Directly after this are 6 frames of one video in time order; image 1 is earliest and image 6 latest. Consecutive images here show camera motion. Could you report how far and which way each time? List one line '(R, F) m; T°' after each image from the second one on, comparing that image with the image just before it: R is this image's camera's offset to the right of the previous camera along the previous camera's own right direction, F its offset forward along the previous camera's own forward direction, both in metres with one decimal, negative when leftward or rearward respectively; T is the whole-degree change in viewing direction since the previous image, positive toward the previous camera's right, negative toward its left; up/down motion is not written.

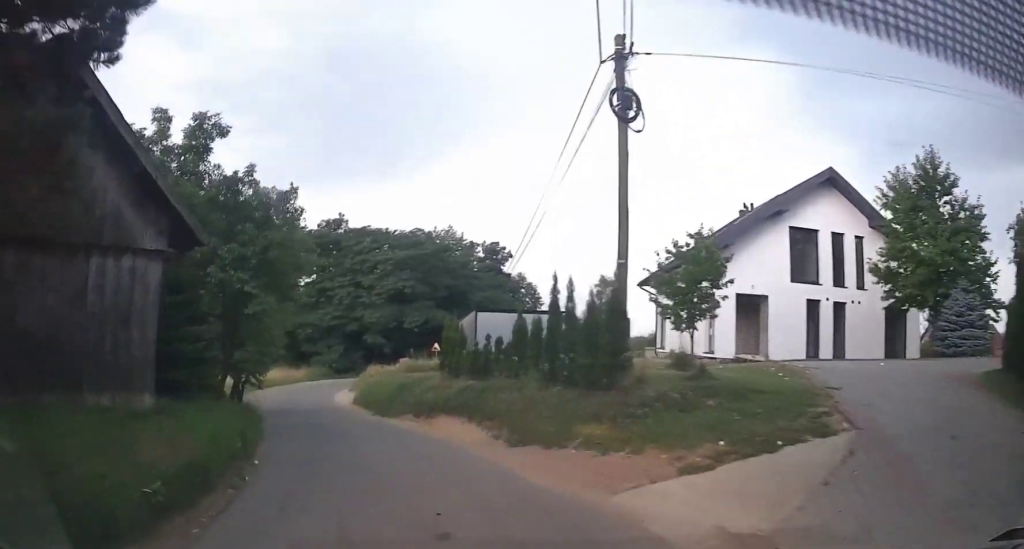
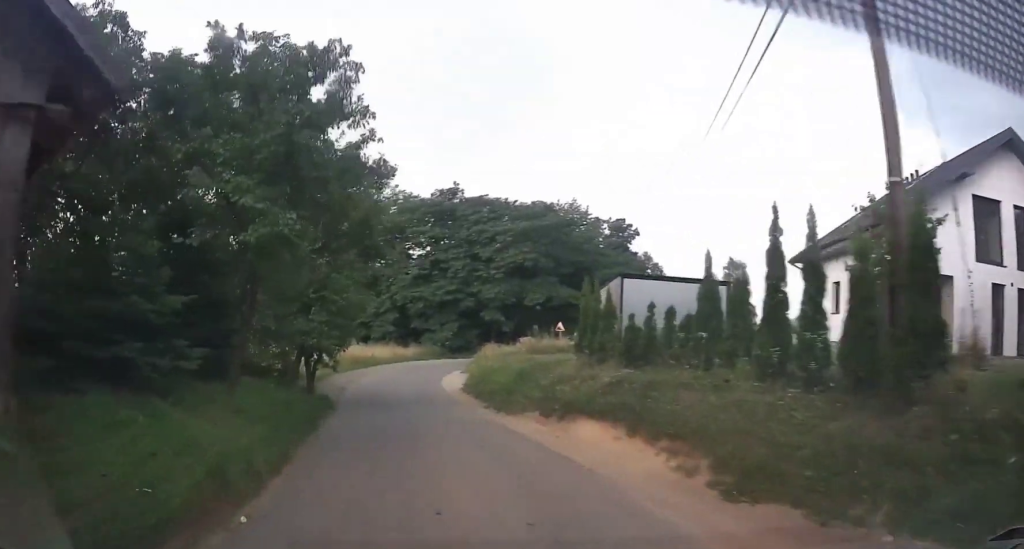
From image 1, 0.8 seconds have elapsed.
(-0.3, +5.6) m; -9°
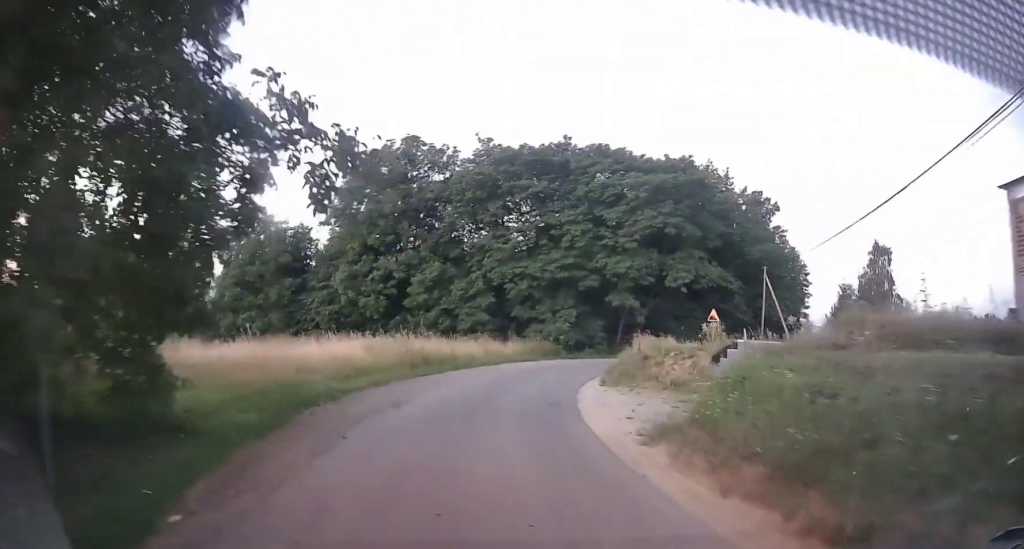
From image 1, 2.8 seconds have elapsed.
(-1.8, +15.8) m; -7°
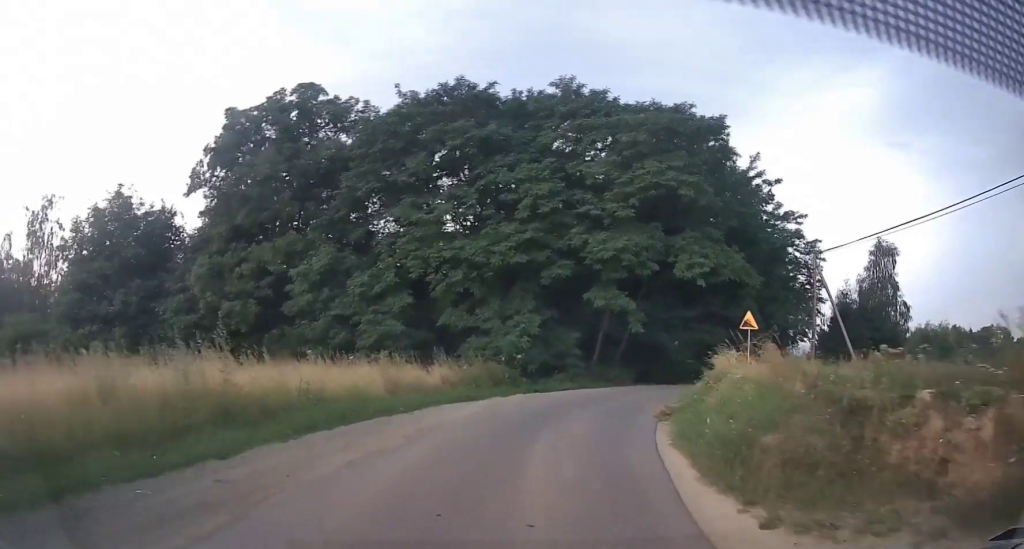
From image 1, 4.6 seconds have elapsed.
(+0.4, +15.3) m; +10°
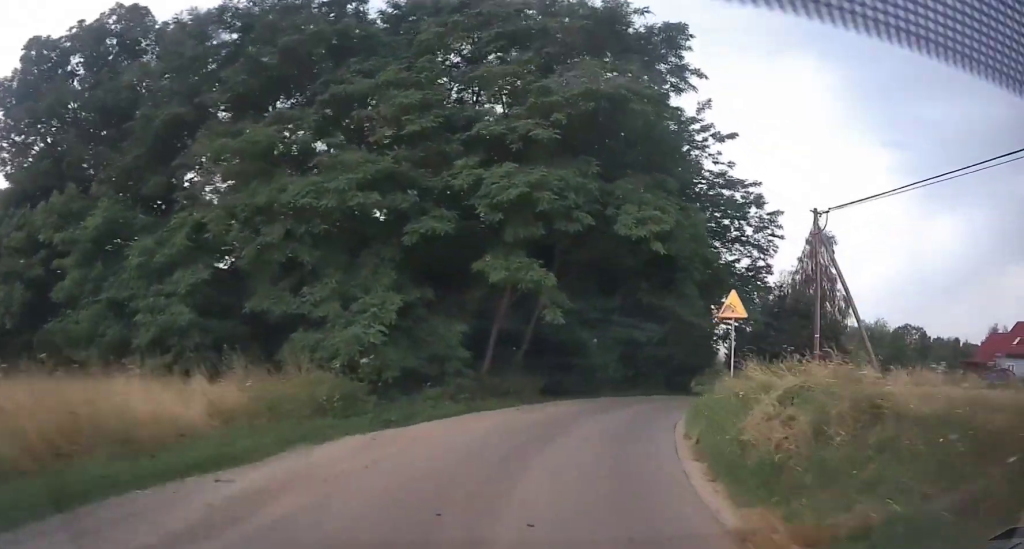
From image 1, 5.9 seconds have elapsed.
(+1.6, +10.4) m; +17°
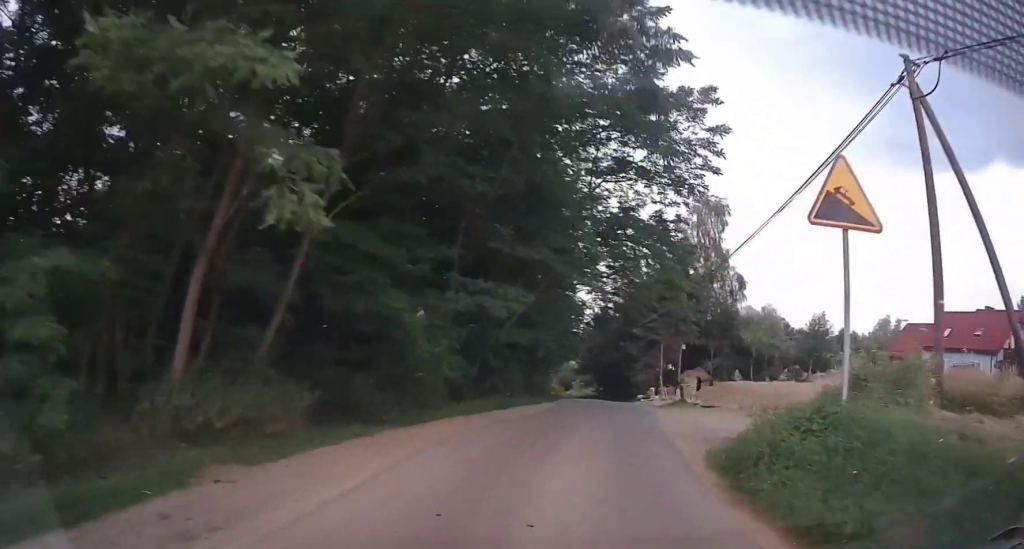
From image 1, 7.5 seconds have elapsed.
(+1.8, +12.1) m; +16°
